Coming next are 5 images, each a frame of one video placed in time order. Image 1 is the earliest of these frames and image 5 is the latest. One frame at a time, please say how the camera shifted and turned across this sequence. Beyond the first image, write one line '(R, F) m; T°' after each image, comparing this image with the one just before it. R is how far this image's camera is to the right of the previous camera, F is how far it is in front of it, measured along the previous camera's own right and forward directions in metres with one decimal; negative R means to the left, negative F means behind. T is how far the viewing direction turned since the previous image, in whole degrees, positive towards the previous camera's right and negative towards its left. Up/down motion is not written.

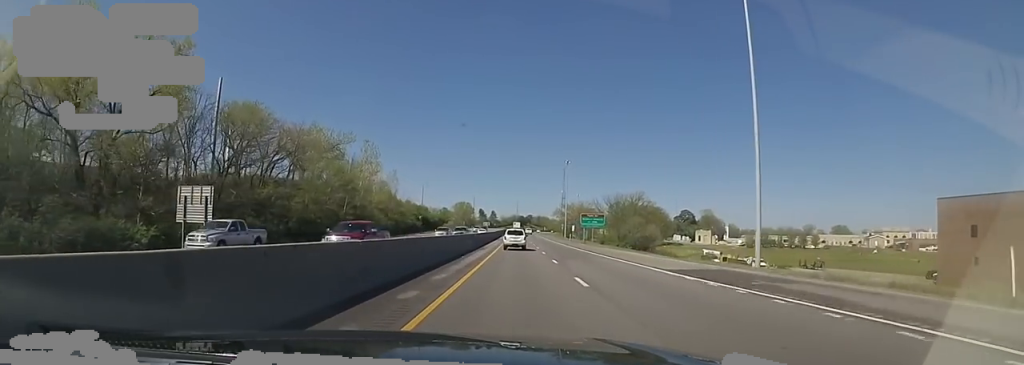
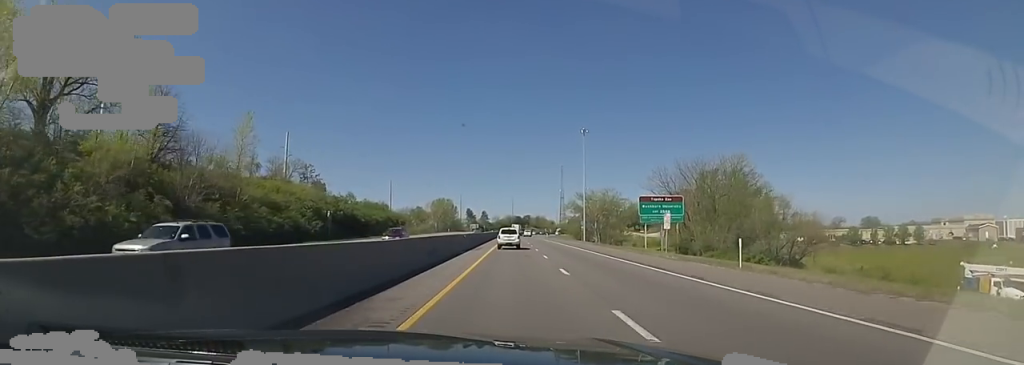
(+1.3, +65.5) m; +3°
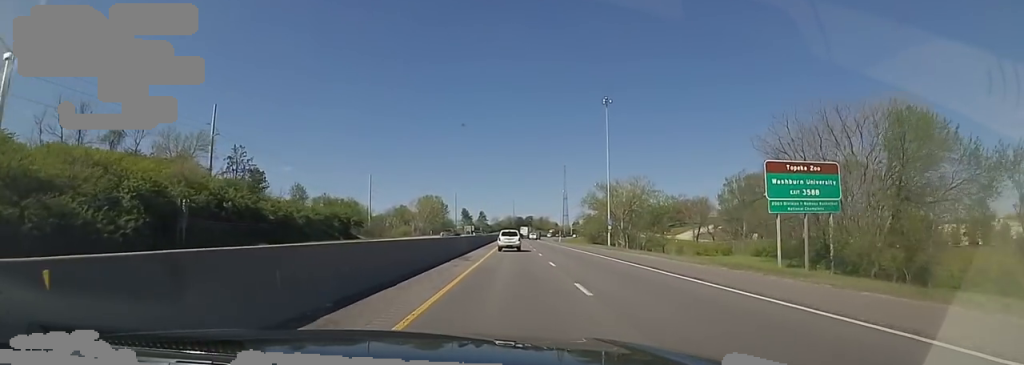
(0.0, +33.9) m; -2°
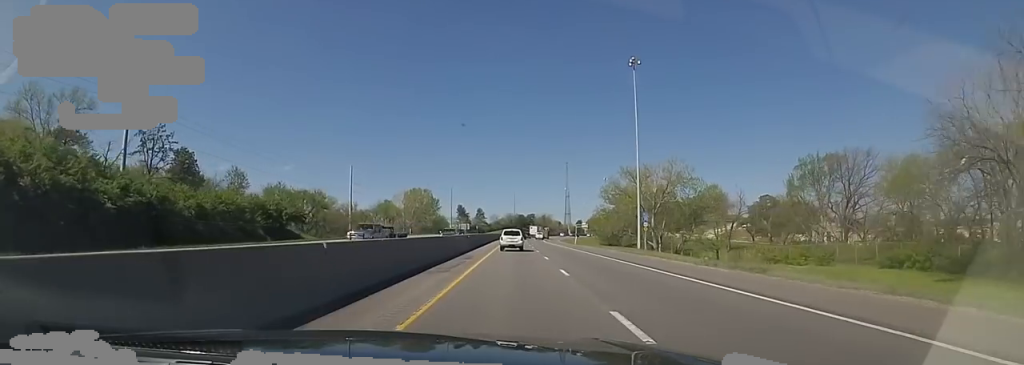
(-0.7, +23.9) m; -1°
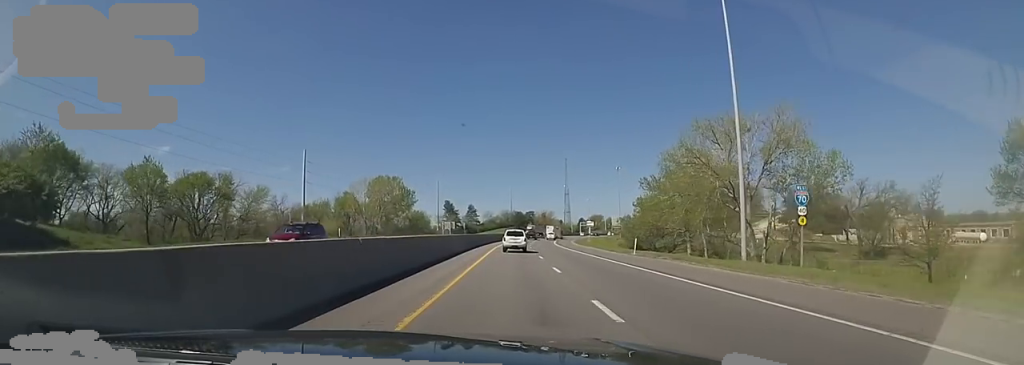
(+0.7, +37.6) m; +2°
